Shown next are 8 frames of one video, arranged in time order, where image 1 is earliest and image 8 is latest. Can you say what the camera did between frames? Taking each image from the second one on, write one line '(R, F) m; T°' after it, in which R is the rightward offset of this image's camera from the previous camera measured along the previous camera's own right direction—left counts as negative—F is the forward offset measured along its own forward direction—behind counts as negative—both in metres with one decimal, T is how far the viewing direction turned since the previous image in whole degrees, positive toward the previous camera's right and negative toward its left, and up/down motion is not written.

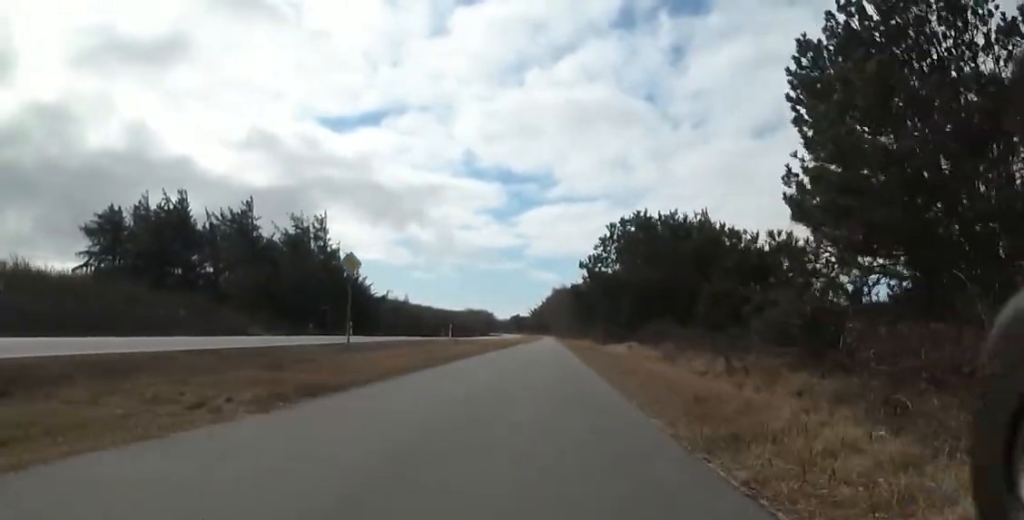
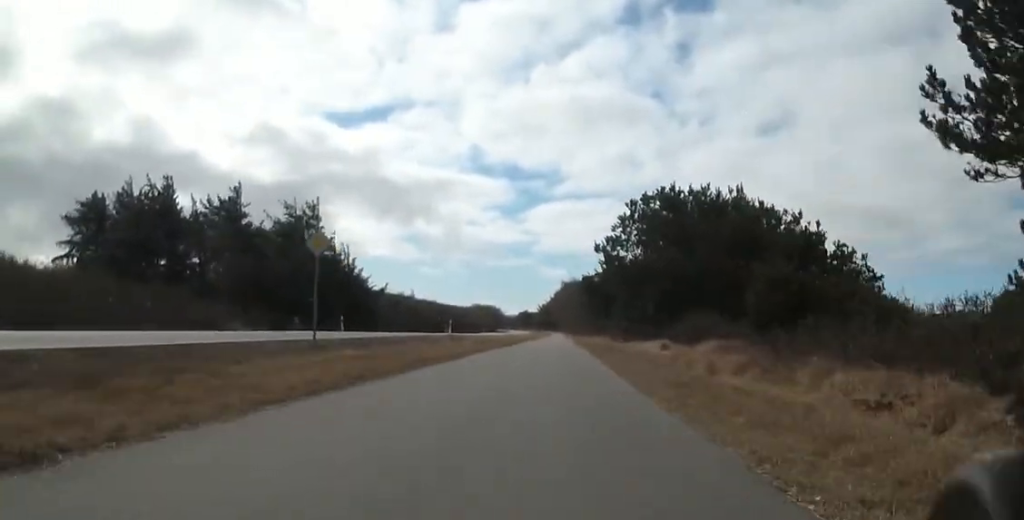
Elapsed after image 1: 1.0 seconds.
(-0.1, +5.1) m; -1°
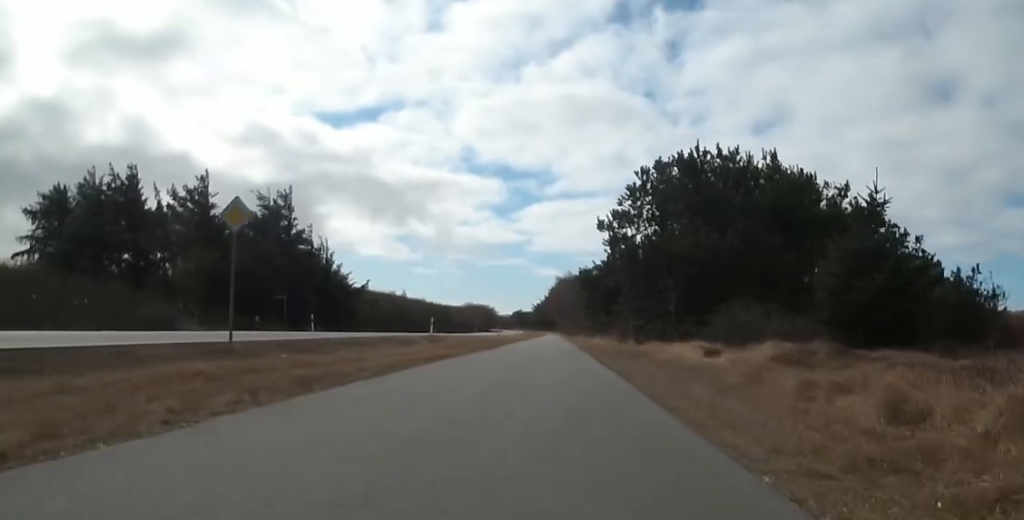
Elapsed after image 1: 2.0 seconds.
(0.0, +5.7) m; +3°
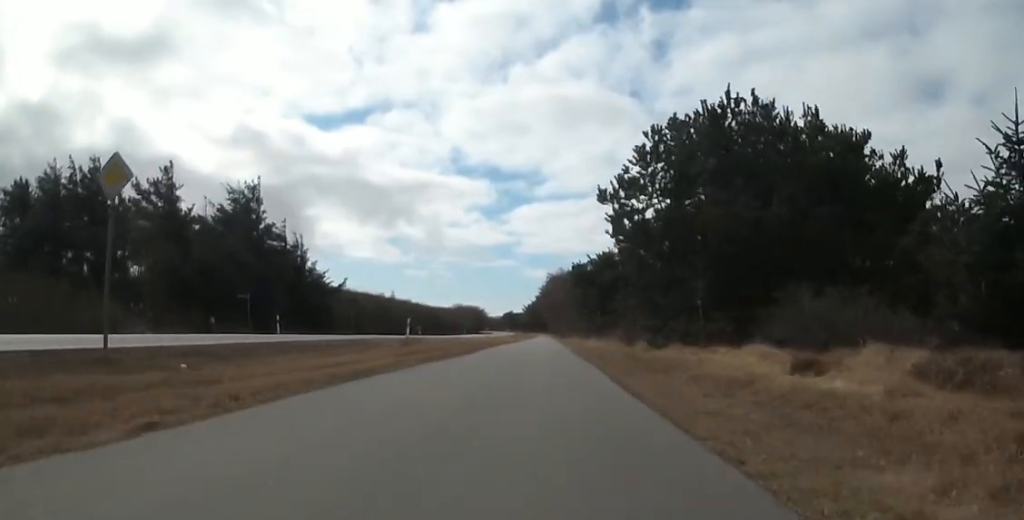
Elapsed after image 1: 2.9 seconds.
(0.0, +4.8) m; +4°
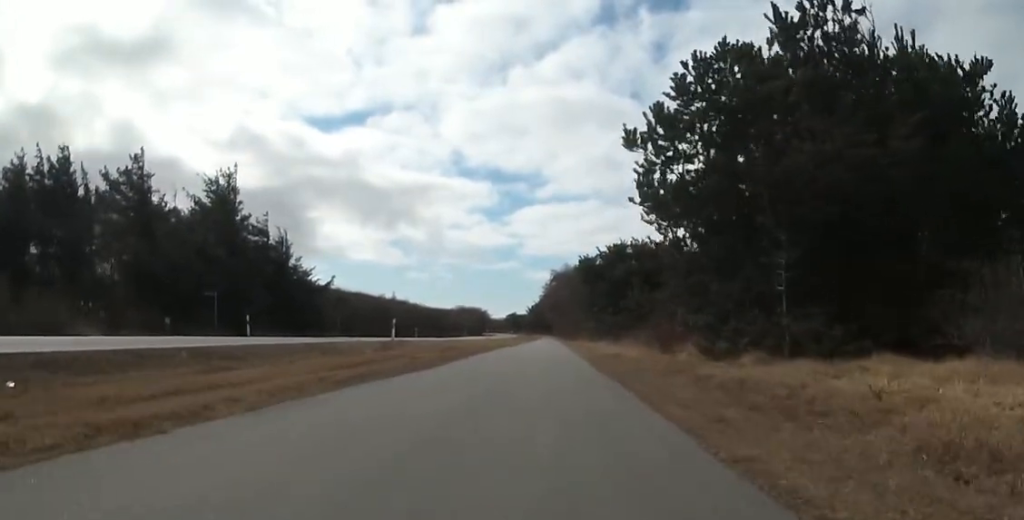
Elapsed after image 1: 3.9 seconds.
(+0.6, +4.9) m; 0°
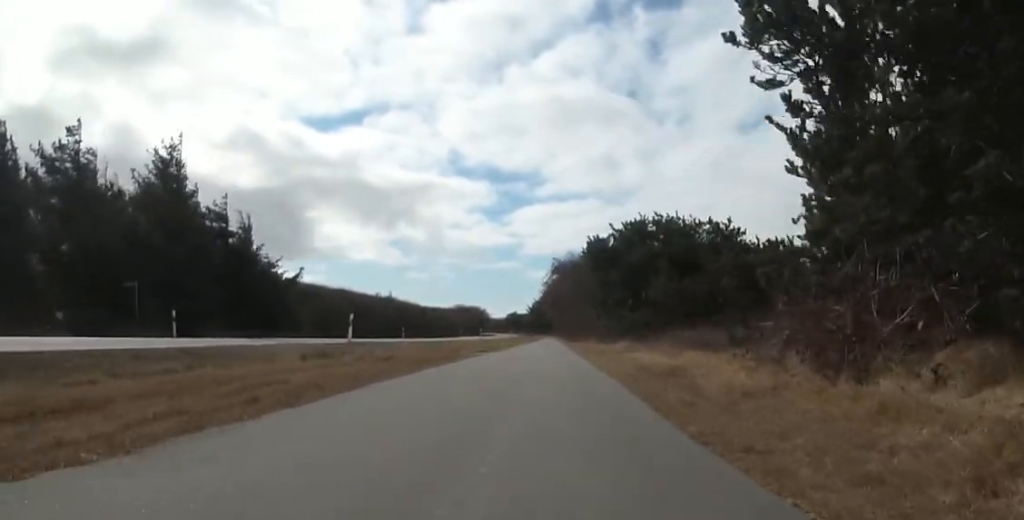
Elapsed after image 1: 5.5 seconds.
(-1.0, +8.5) m; -7°
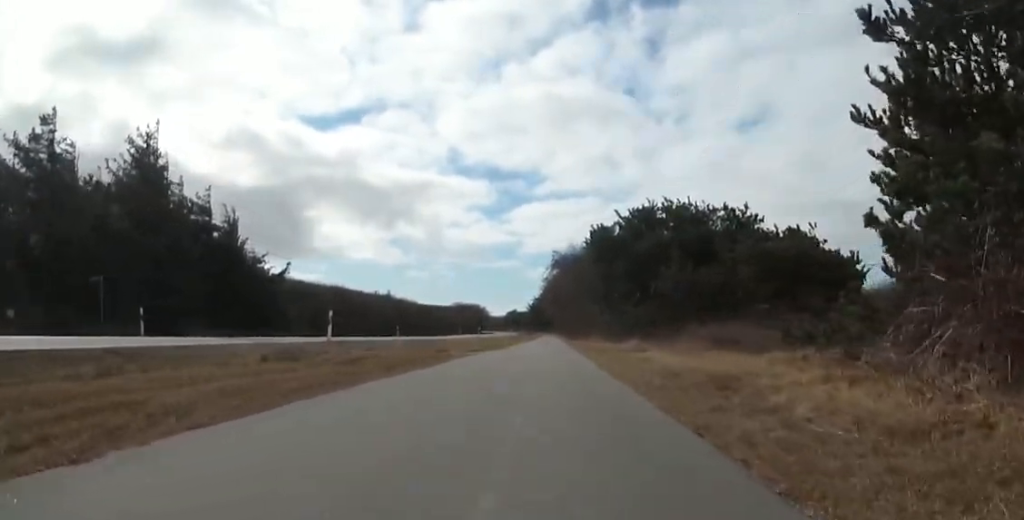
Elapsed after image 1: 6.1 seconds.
(0.0, +2.9) m; 0°
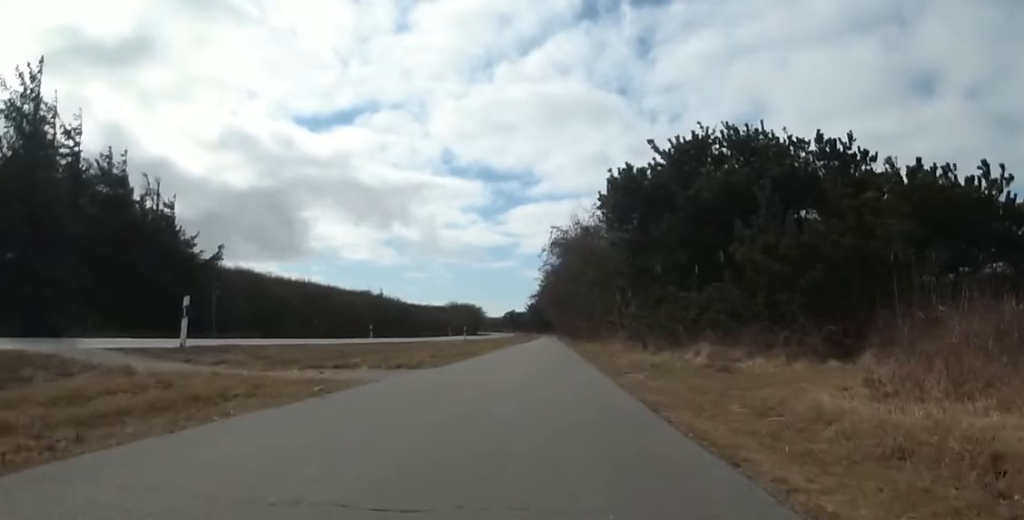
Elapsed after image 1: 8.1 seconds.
(0.0, +11.1) m; +2°
